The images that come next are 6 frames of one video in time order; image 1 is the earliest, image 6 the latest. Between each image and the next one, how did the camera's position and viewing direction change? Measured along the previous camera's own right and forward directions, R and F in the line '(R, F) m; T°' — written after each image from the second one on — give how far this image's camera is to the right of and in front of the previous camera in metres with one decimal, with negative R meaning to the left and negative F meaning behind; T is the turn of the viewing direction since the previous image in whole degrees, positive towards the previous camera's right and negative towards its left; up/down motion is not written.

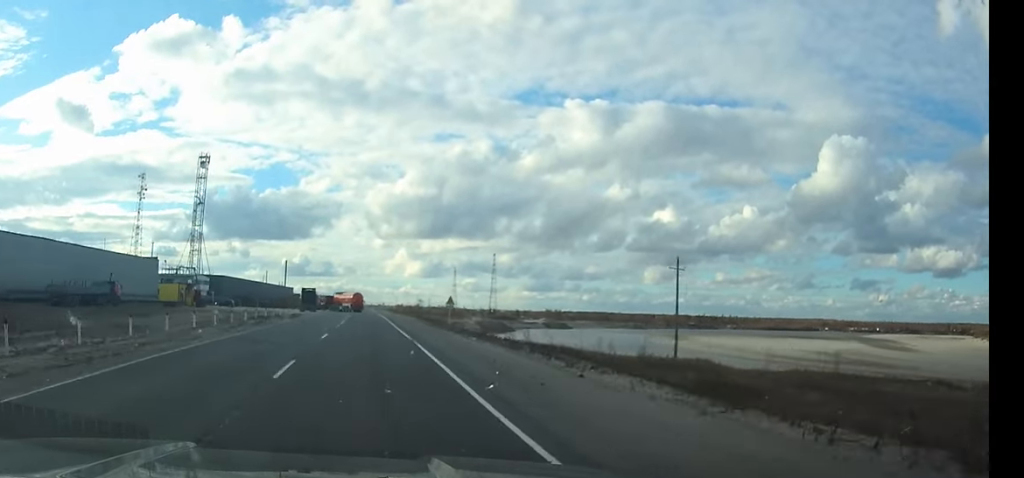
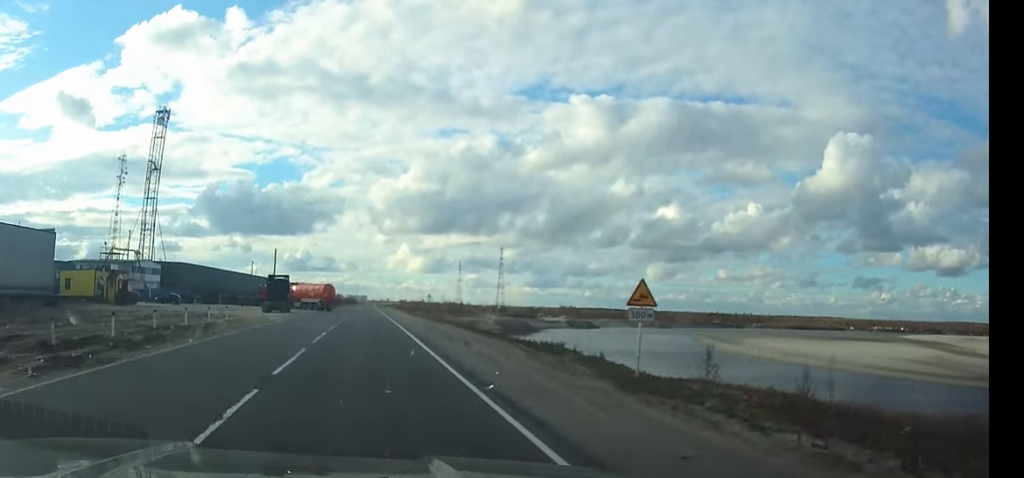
(0.0, +36.0) m; 0°
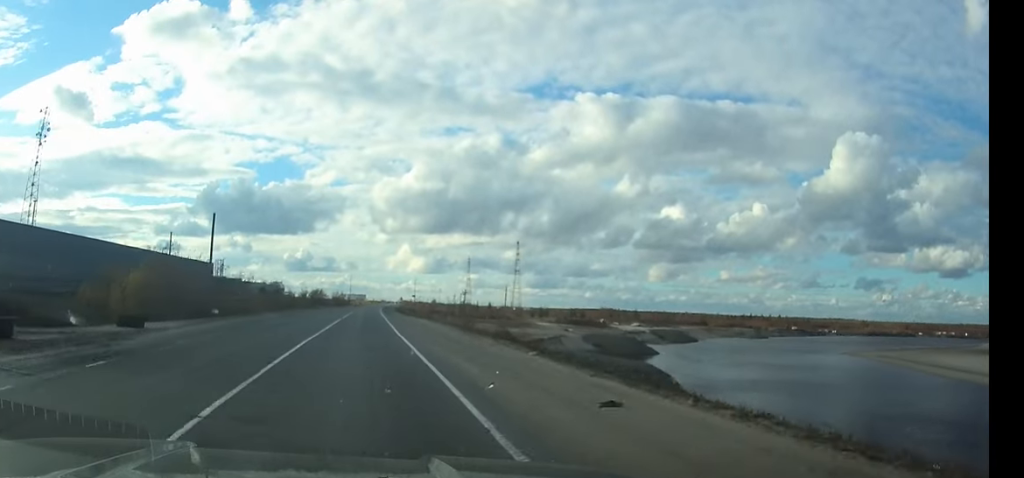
(+0.2, +95.4) m; 0°
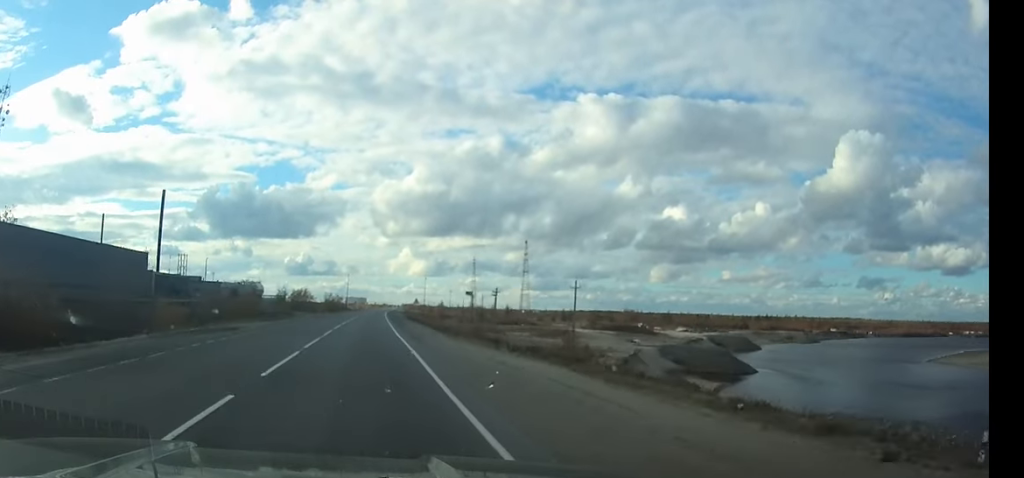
(0.0, +38.3) m; 0°
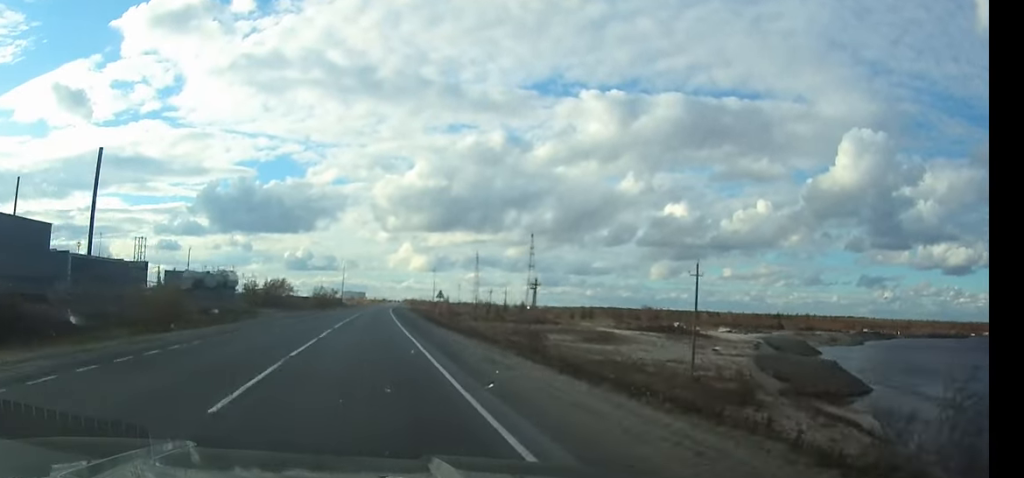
(0.0, +28.3) m; 0°
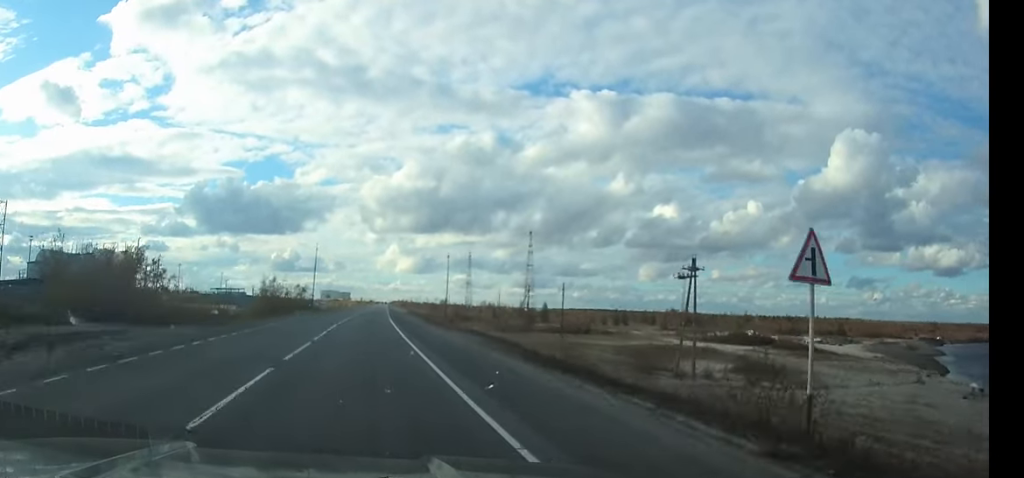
(+0.4, +48.5) m; +1°
